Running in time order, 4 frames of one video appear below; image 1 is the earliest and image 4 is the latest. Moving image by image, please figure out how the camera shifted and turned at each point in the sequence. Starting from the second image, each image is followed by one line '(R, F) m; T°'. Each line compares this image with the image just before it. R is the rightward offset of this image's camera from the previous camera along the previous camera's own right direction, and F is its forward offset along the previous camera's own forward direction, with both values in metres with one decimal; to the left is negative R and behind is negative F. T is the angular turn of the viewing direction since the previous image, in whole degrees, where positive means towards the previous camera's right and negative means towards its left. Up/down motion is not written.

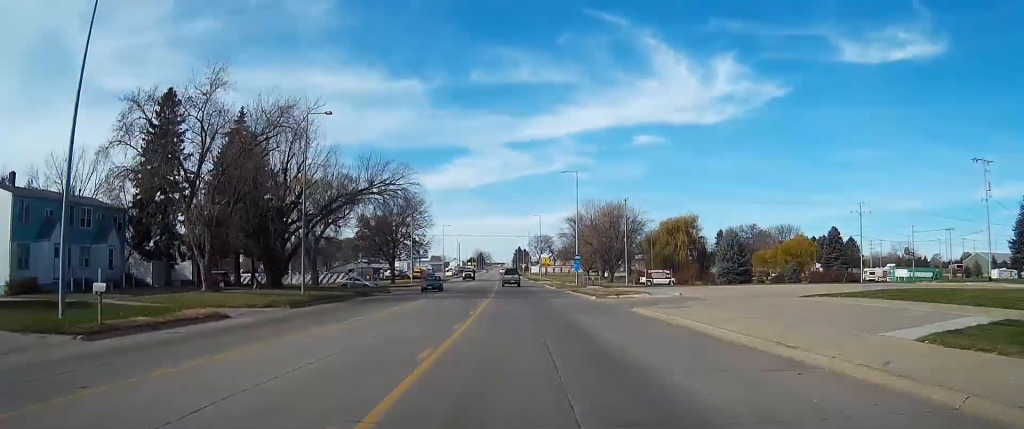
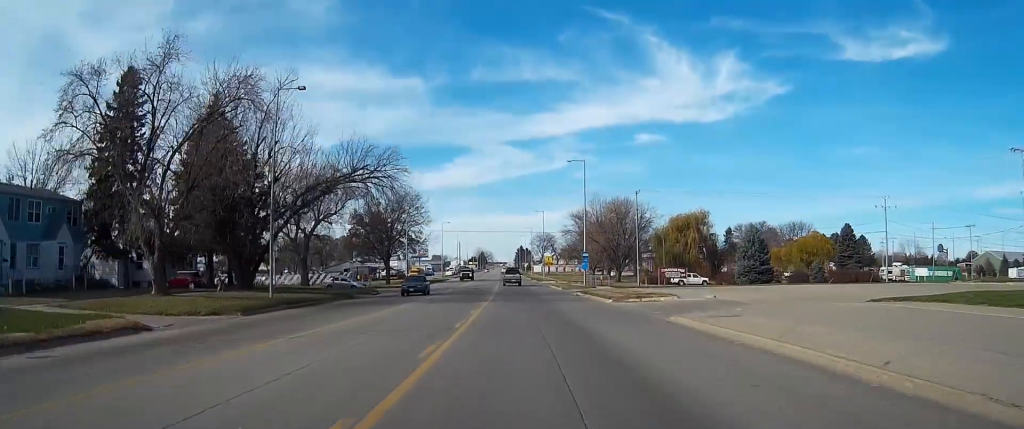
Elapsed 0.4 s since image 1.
(0.0, +6.9) m; 0°
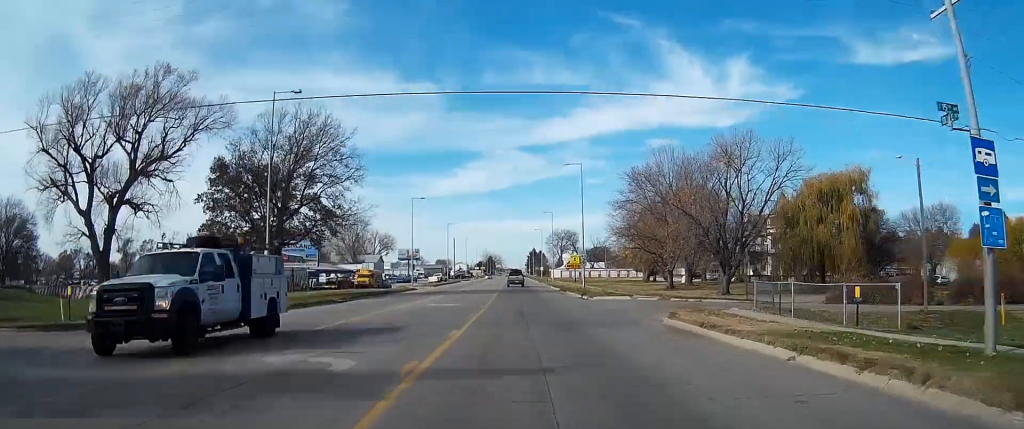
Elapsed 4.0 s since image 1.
(-0.5, +61.1) m; -1°
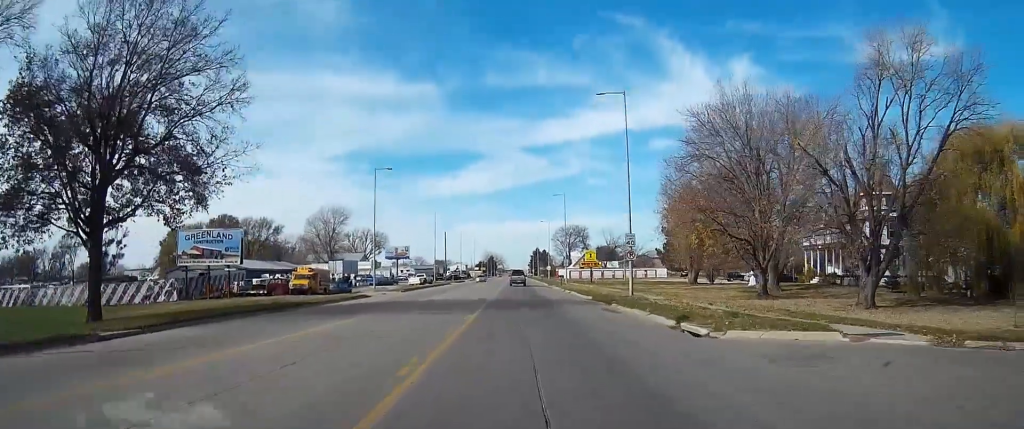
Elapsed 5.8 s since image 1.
(+0.1, +29.1) m; 0°
